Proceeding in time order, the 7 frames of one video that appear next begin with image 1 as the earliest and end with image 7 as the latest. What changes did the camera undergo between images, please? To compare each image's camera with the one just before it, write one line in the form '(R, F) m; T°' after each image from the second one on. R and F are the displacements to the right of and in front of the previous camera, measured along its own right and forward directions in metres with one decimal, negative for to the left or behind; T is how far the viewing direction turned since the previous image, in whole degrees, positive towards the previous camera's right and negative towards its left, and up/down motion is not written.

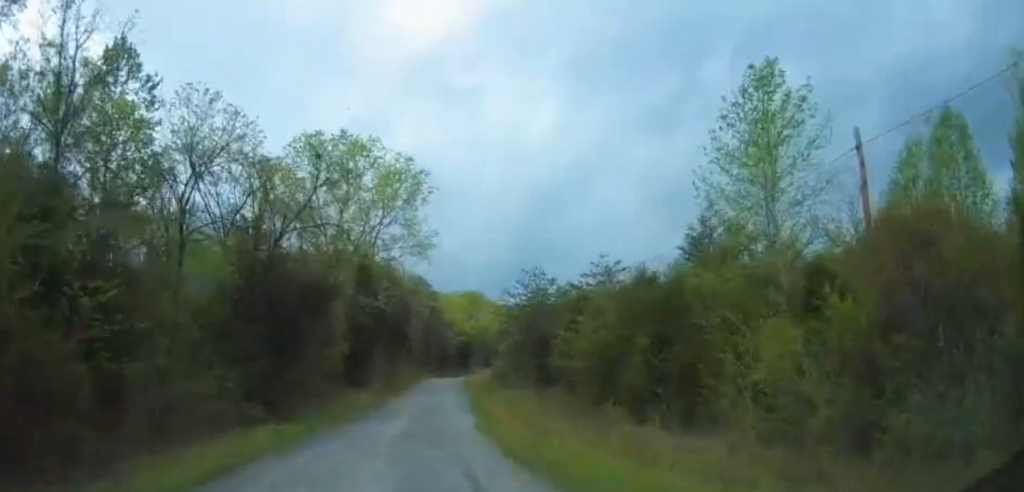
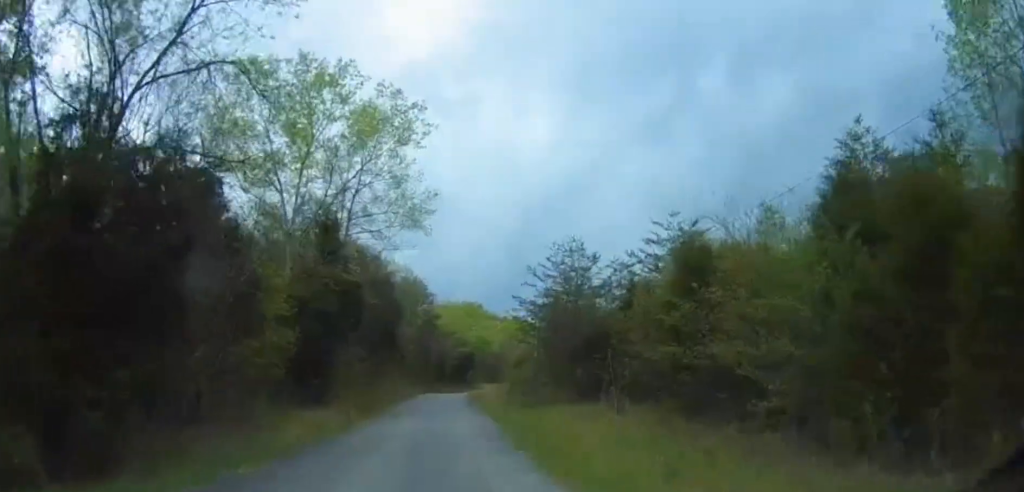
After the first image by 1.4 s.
(+0.2, +15.4) m; +1°
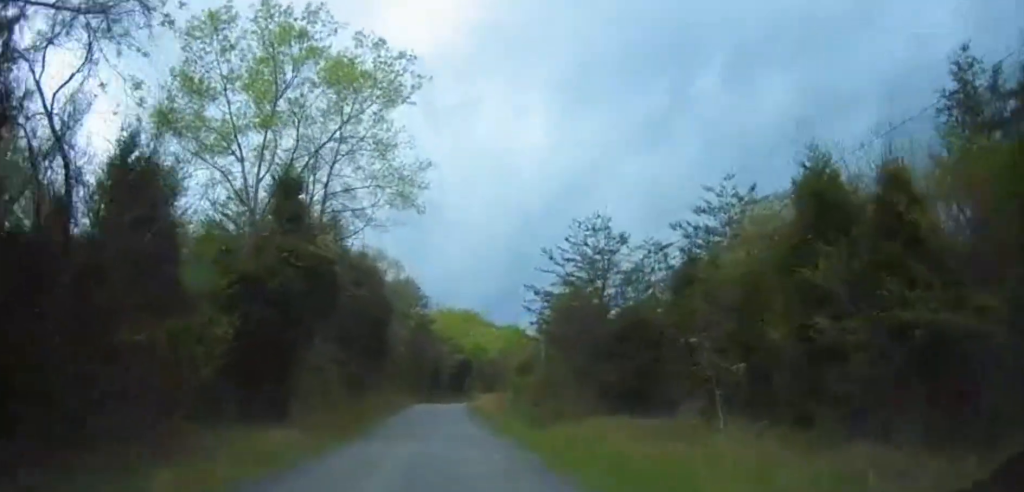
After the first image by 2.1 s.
(0.0, +7.3) m; +1°
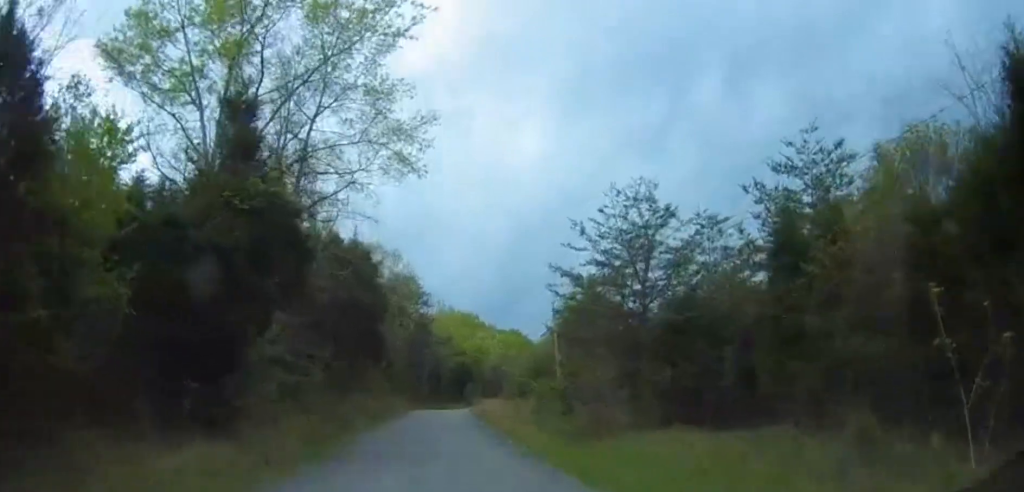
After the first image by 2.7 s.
(0.0, +6.6) m; +2°
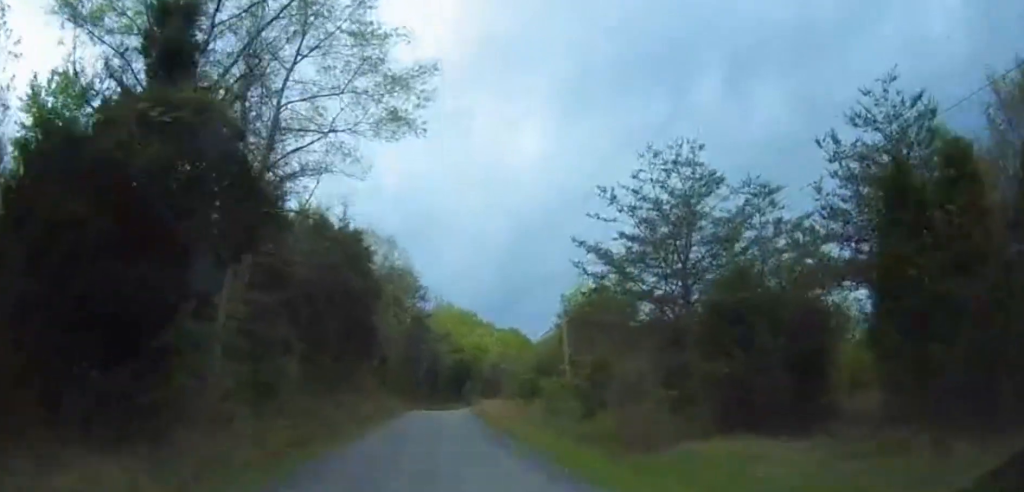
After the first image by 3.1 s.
(+0.2, +4.6) m; 0°
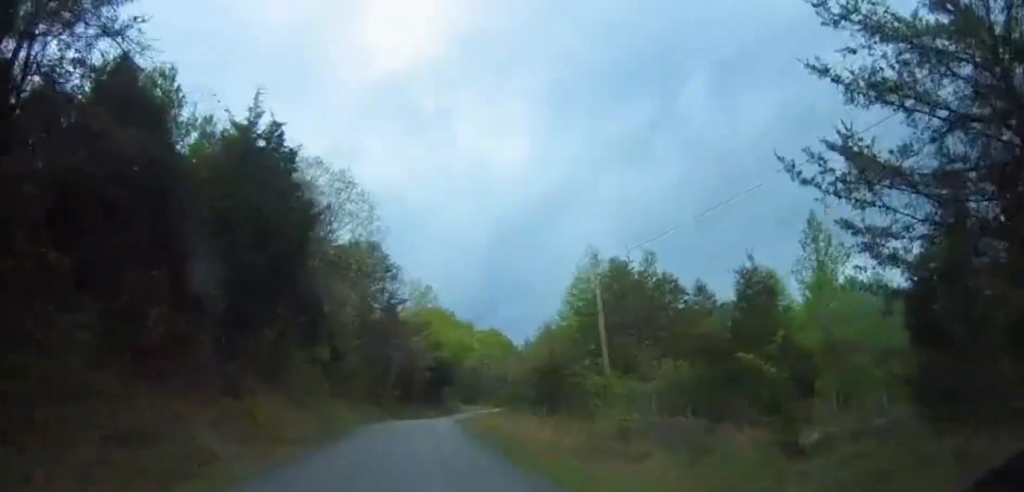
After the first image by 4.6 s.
(-0.3, +15.9) m; -3°
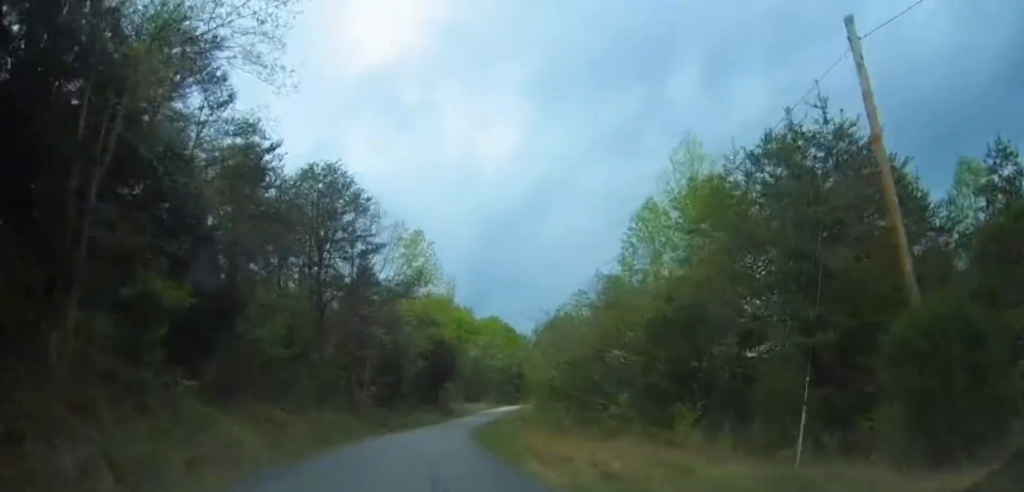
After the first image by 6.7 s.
(+1.0, +22.3) m; +5°
